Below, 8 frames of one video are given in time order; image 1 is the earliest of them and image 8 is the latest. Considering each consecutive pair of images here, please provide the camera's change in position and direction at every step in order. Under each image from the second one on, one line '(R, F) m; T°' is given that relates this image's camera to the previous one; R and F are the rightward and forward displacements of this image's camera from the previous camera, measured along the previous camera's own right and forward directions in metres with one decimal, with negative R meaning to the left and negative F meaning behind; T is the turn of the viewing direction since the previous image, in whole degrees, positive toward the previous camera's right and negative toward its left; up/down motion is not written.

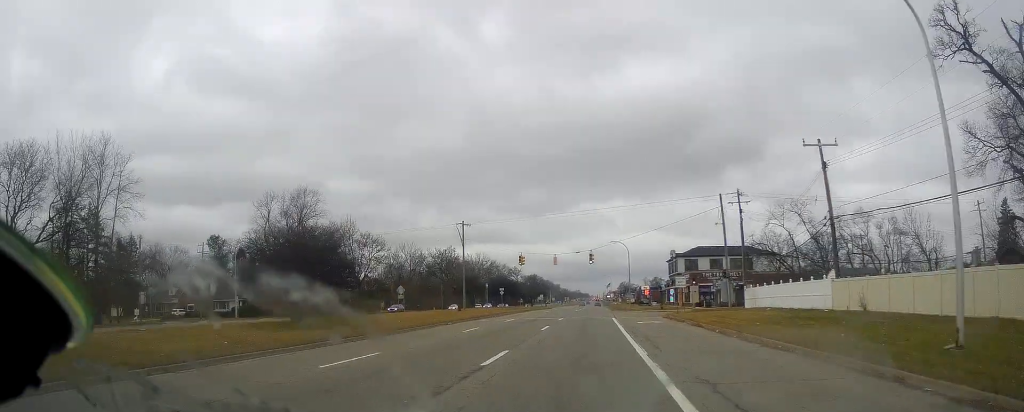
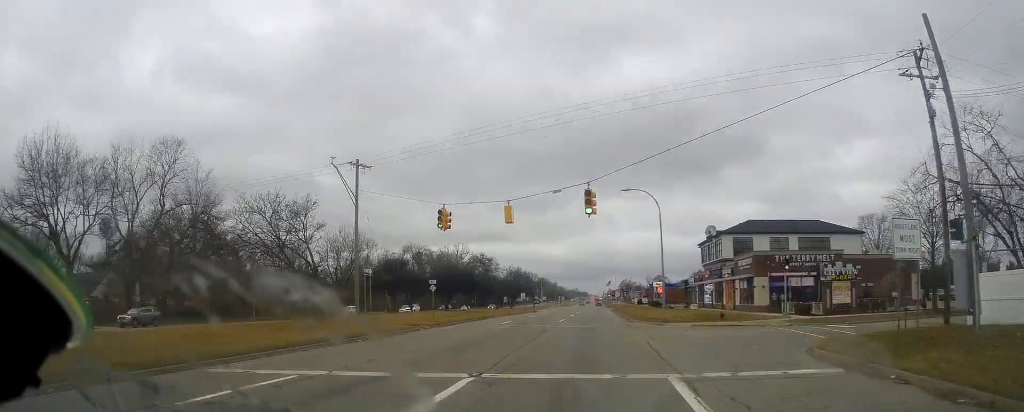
(+0.2, +36.1) m; -1°
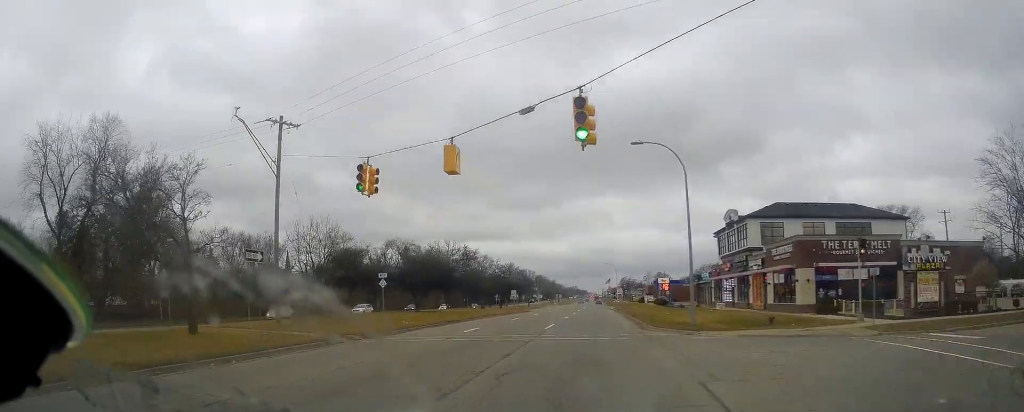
(-0.1, +11.6) m; -1°
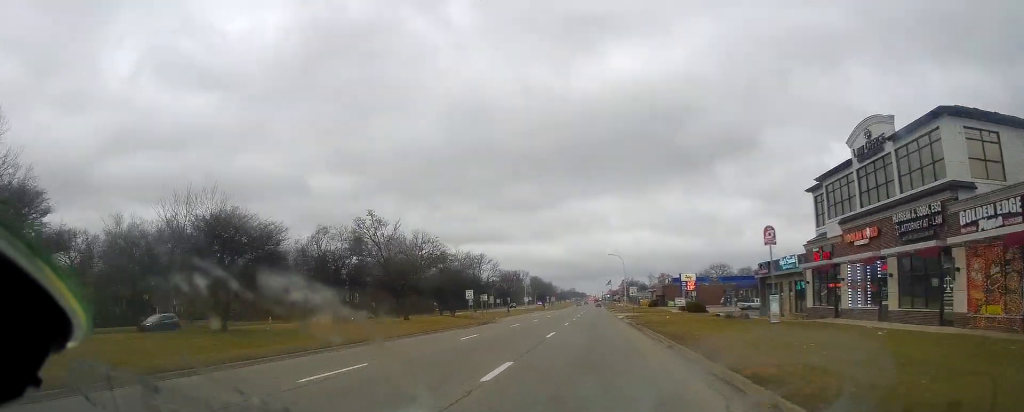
(0.0, +33.2) m; 0°
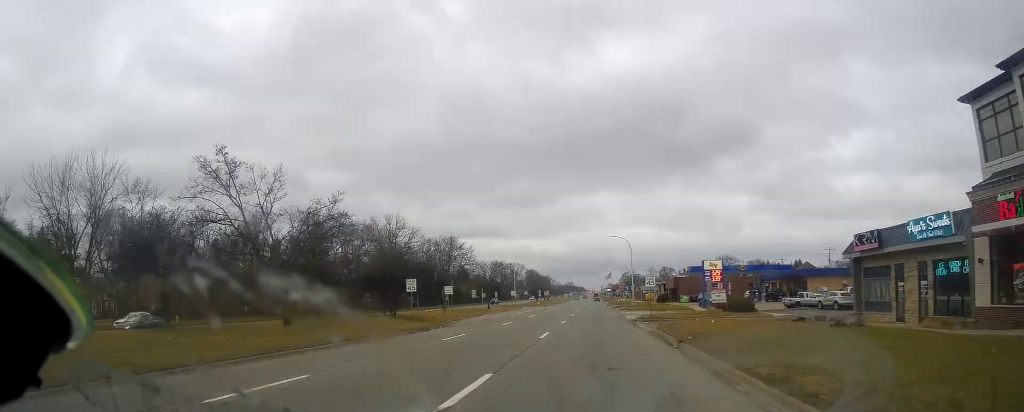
(0.0, +19.4) m; +1°
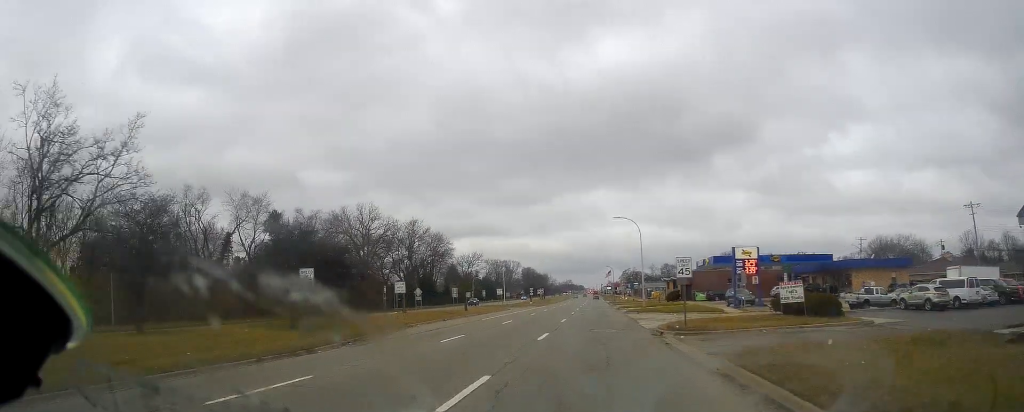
(+0.1, +15.8) m; +1°
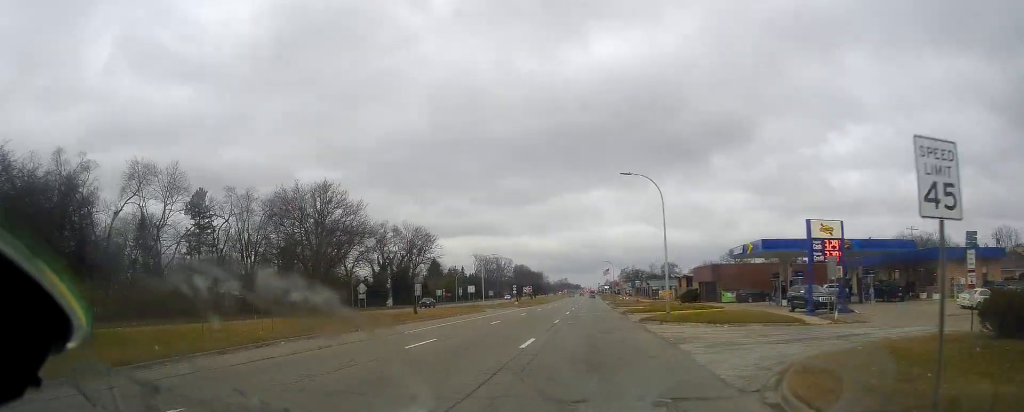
(+0.3, +20.3) m; 0°
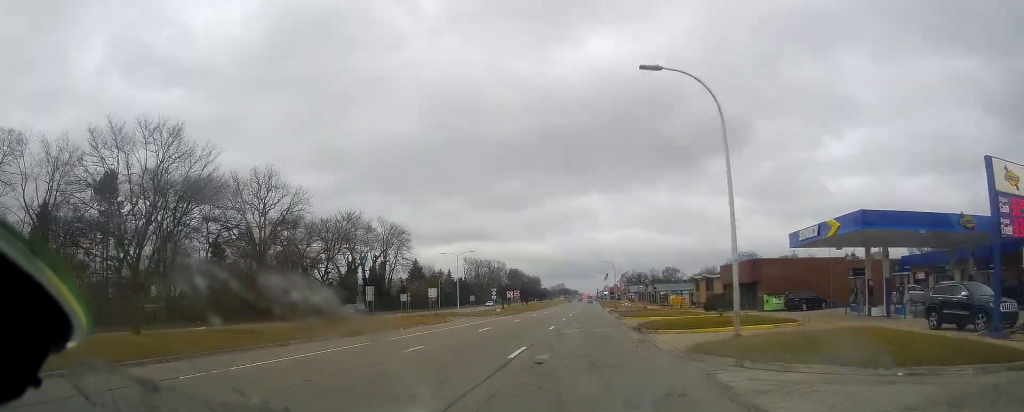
(-0.4, +18.2) m; 0°
